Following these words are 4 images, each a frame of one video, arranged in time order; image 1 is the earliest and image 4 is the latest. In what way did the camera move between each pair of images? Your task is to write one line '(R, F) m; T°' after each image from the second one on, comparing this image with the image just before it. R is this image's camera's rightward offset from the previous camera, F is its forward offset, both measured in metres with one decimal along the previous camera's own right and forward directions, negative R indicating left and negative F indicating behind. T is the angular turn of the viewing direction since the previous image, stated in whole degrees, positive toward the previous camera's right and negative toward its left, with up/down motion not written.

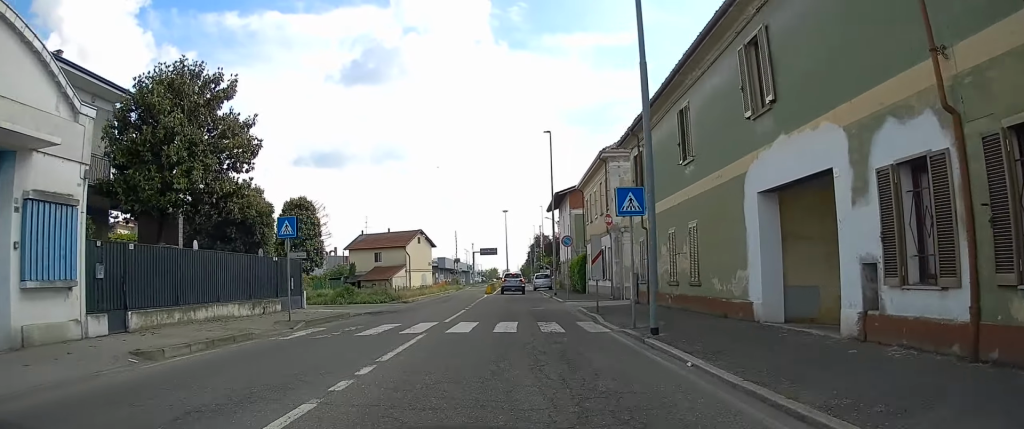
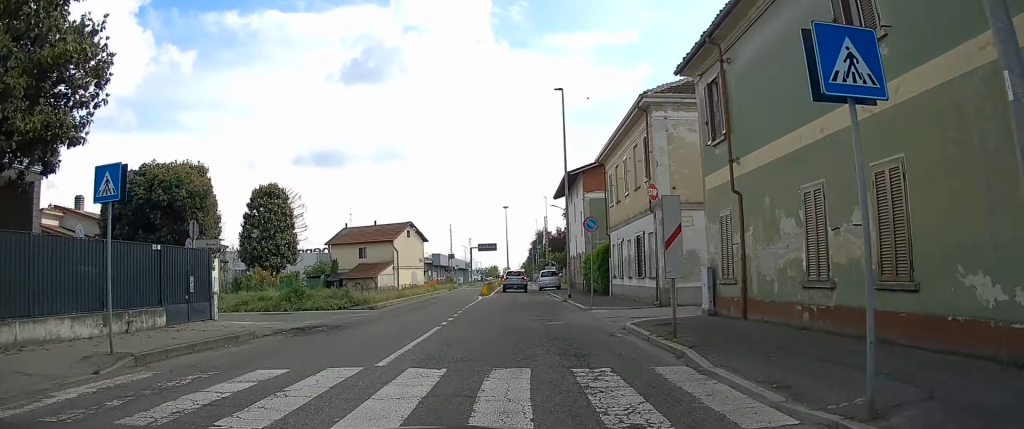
(+0.1, +9.3) m; 0°
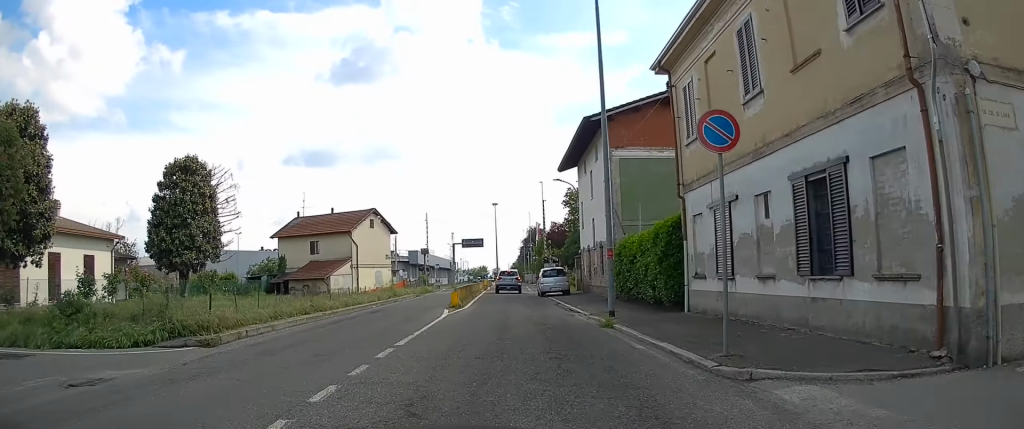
(0.0, +15.4) m; 0°
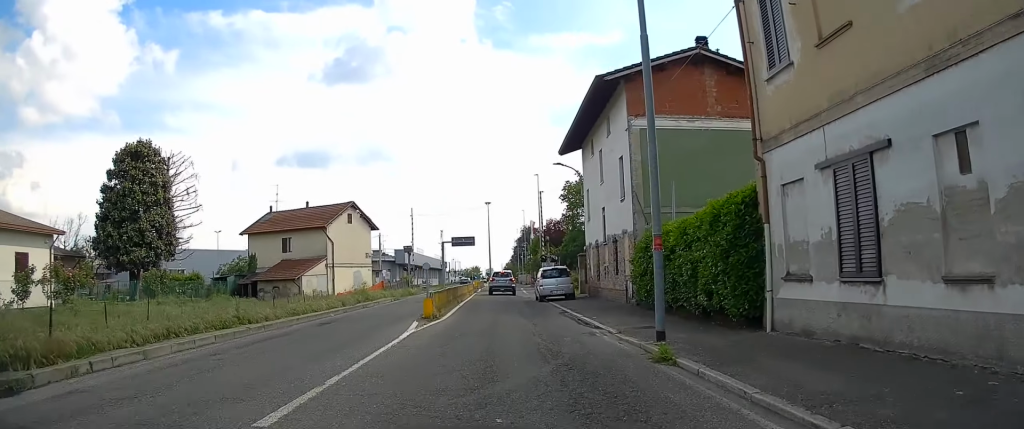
(0.0, +6.1) m; 0°
